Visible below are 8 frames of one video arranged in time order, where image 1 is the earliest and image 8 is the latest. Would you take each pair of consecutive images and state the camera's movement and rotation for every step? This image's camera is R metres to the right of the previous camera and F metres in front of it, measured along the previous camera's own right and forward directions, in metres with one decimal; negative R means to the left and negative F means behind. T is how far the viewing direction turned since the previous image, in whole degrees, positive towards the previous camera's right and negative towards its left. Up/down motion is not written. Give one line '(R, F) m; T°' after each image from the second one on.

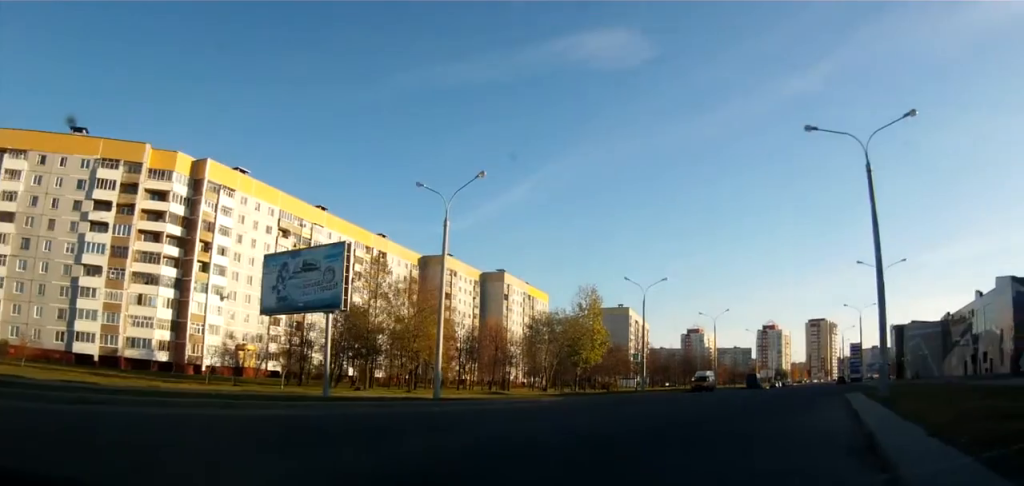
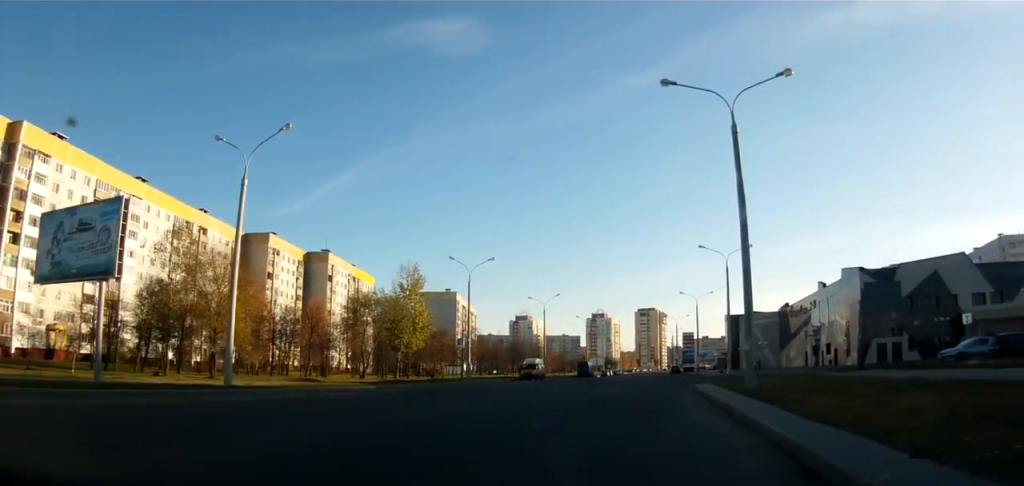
(+0.6, +4.0) m; +14°
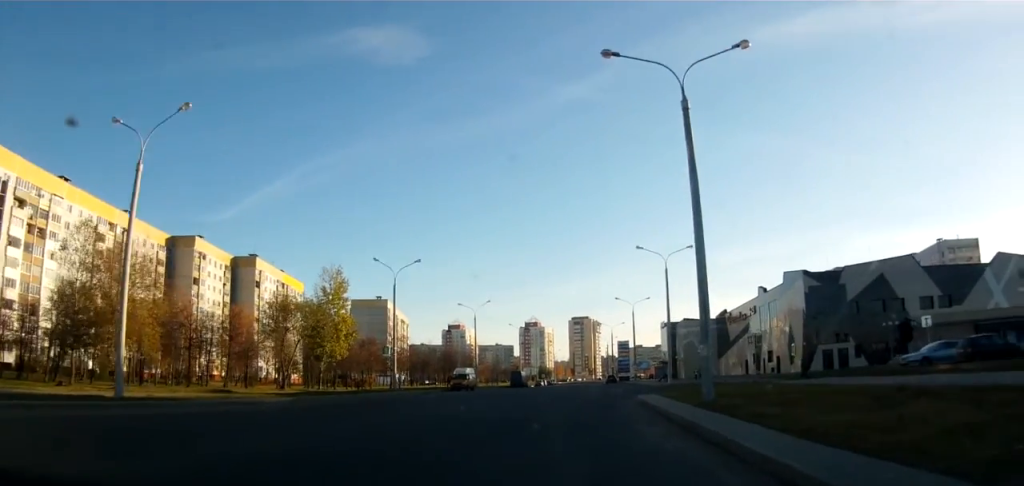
(+0.1, +2.9) m; +8°
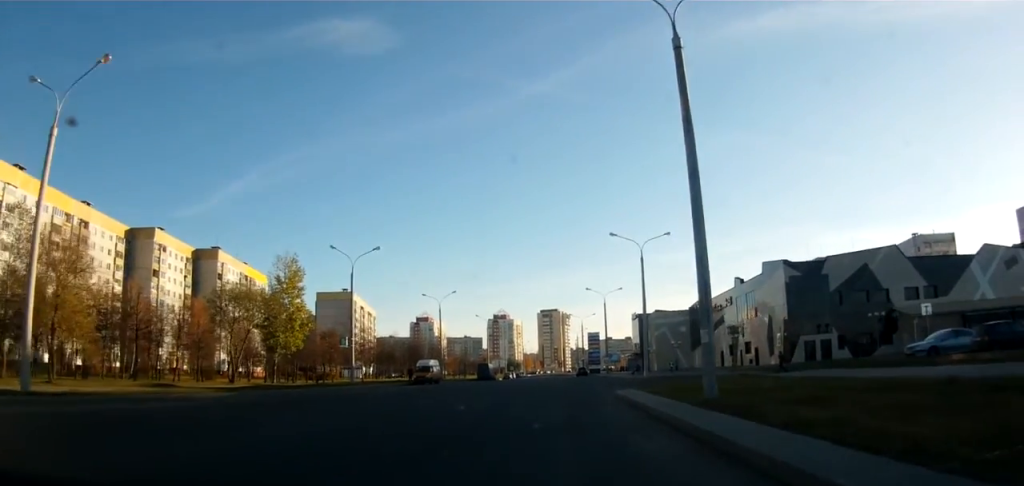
(+0.3, +3.2) m; +3°
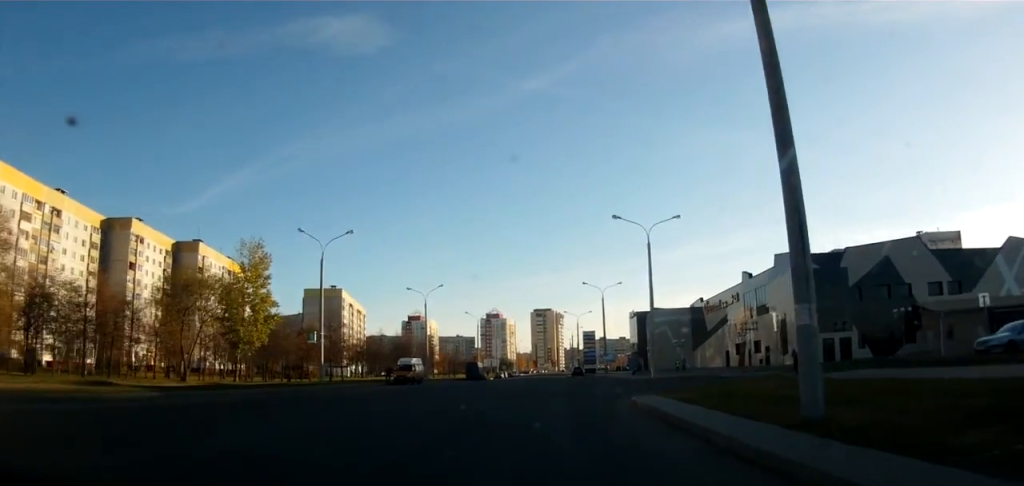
(+0.3, +5.6) m; +2°
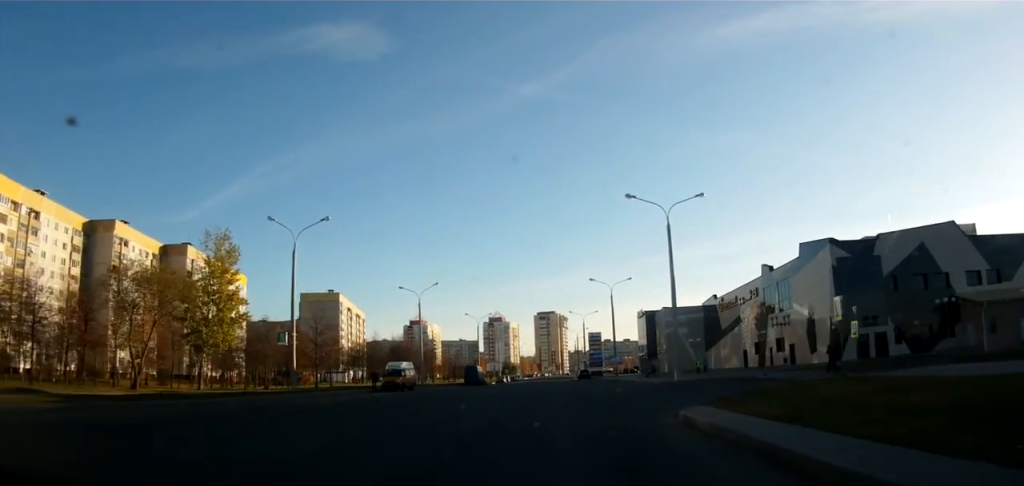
(-0.2, +5.9) m; 0°
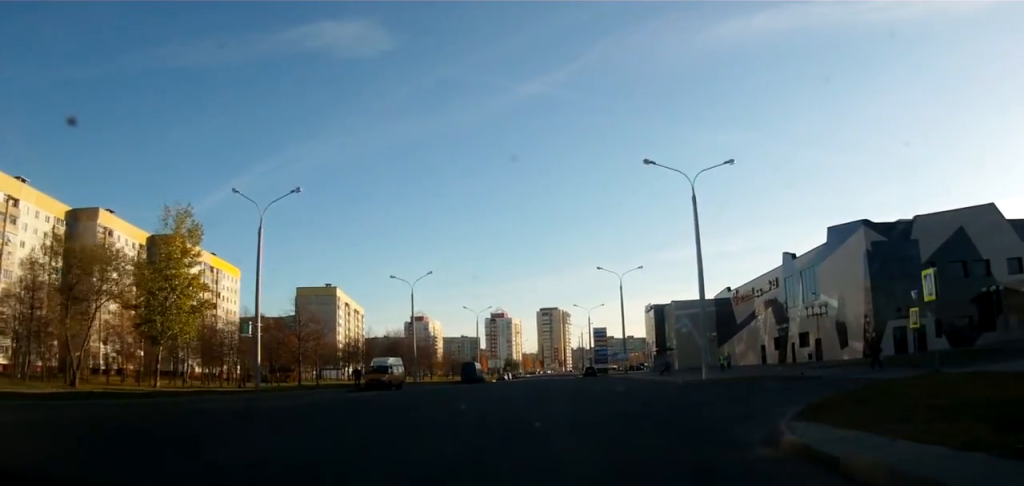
(+0.2, +5.8) m; +1°
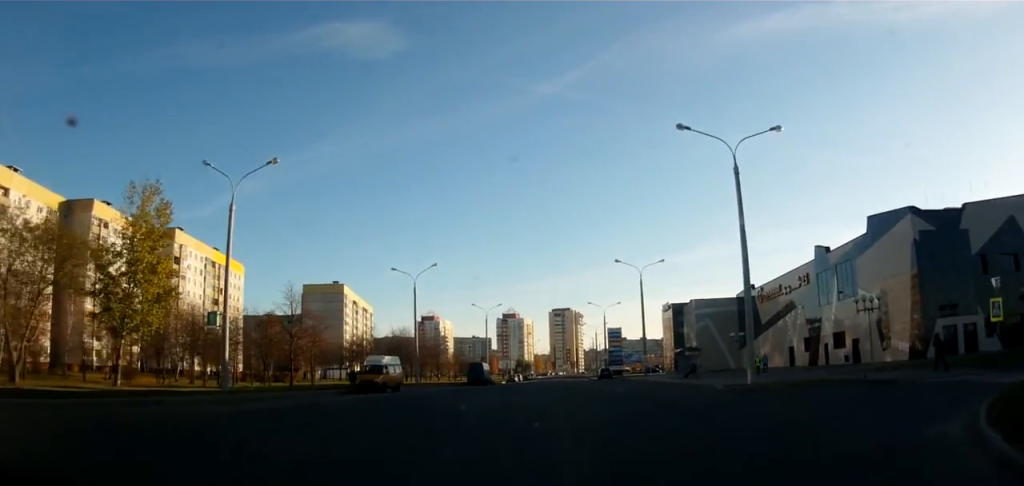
(0.0, +5.5) m; -2°
